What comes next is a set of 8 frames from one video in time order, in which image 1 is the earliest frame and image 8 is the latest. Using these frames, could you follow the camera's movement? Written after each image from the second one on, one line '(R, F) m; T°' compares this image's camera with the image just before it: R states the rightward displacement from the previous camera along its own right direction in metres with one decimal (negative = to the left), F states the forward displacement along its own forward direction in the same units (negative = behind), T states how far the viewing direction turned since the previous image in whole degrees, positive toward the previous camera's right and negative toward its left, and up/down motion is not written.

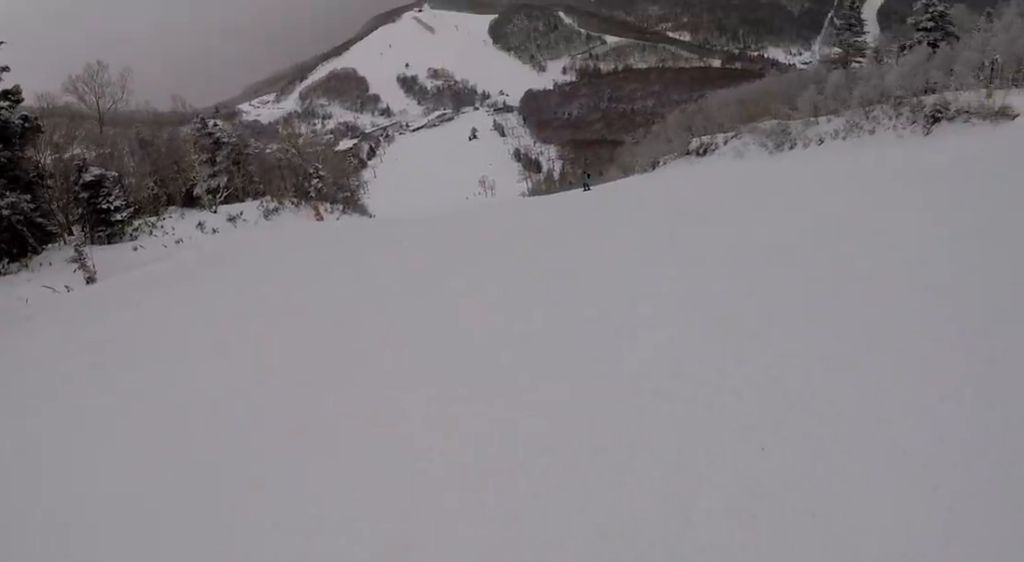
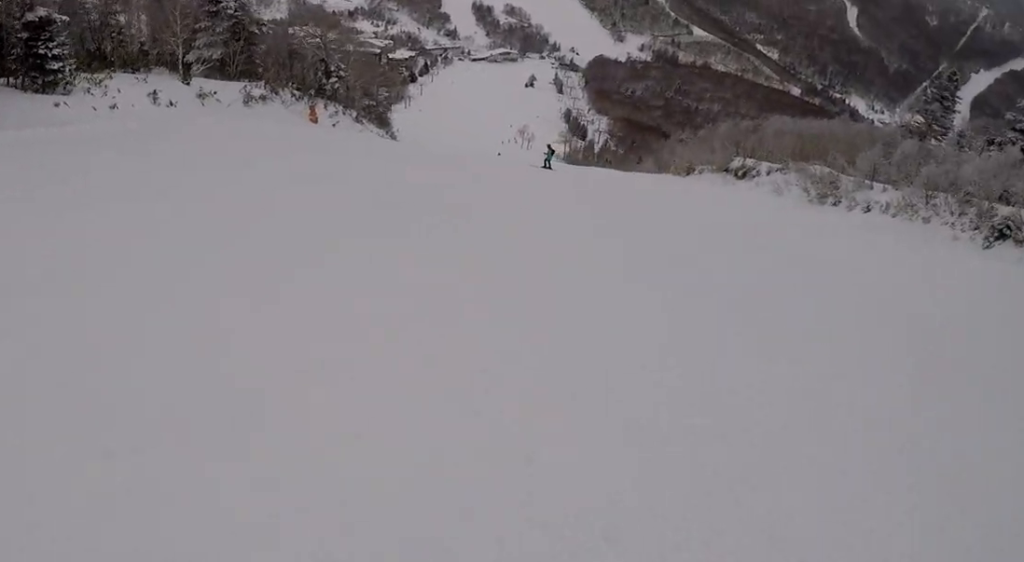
(0.0, +6.1) m; -12°
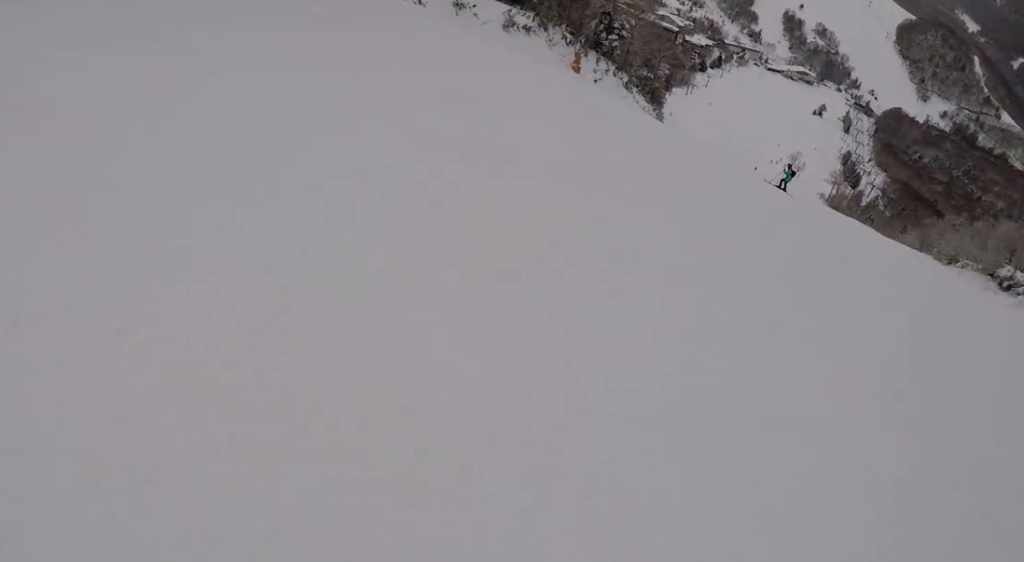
(-0.2, +3.6) m; -18°
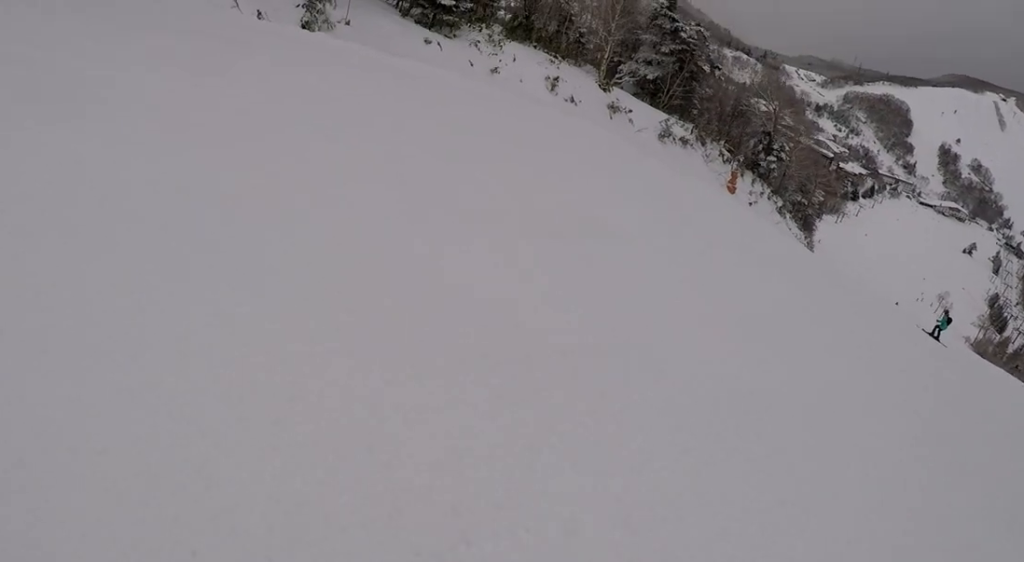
(-1.0, +3.6) m; -20°
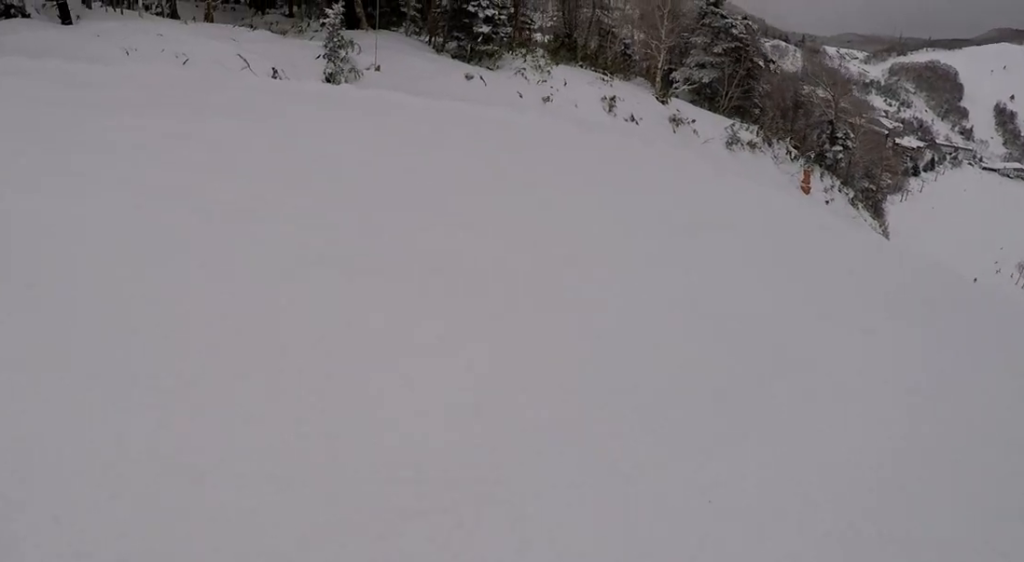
(-0.4, +3.1) m; -6°
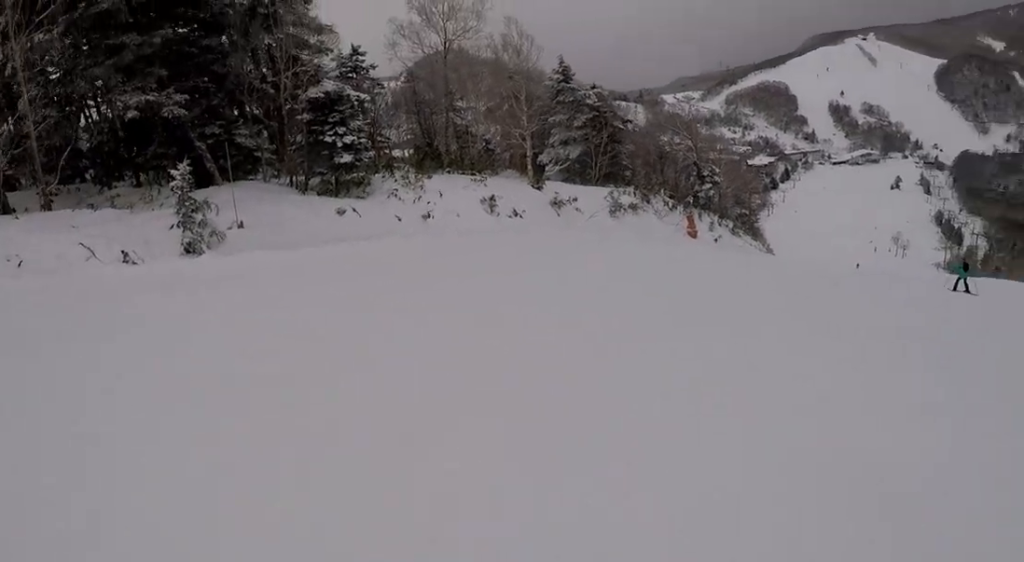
(-0.7, +2.4) m; +10°
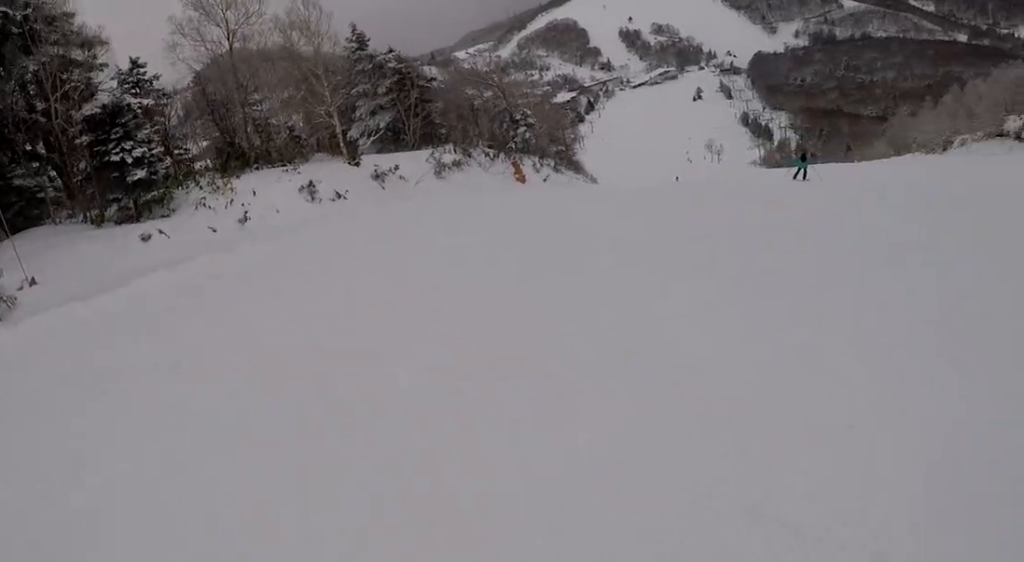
(-0.3, +1.9) m; +13°
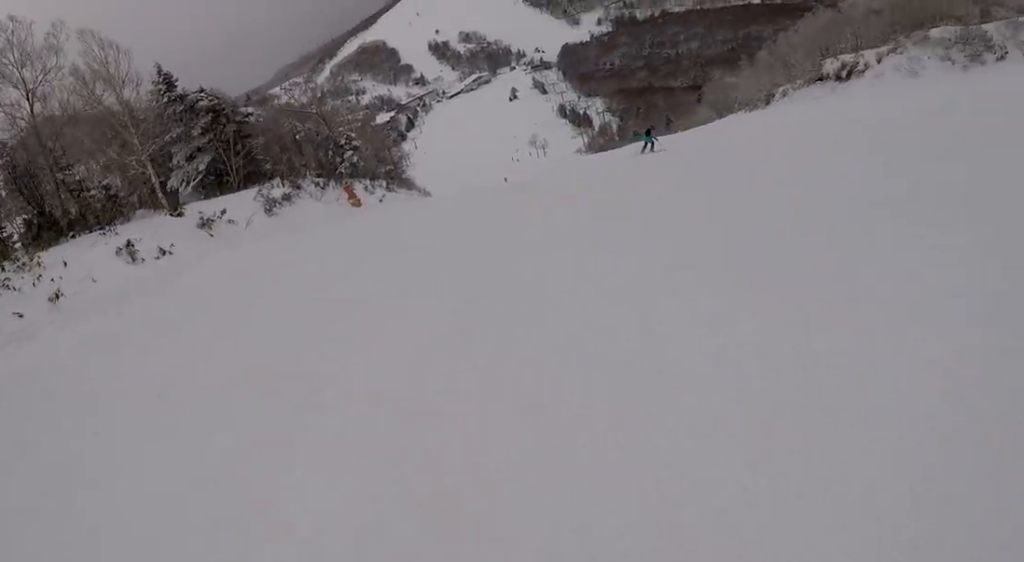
(+1.0, +2.2) m; +25°
